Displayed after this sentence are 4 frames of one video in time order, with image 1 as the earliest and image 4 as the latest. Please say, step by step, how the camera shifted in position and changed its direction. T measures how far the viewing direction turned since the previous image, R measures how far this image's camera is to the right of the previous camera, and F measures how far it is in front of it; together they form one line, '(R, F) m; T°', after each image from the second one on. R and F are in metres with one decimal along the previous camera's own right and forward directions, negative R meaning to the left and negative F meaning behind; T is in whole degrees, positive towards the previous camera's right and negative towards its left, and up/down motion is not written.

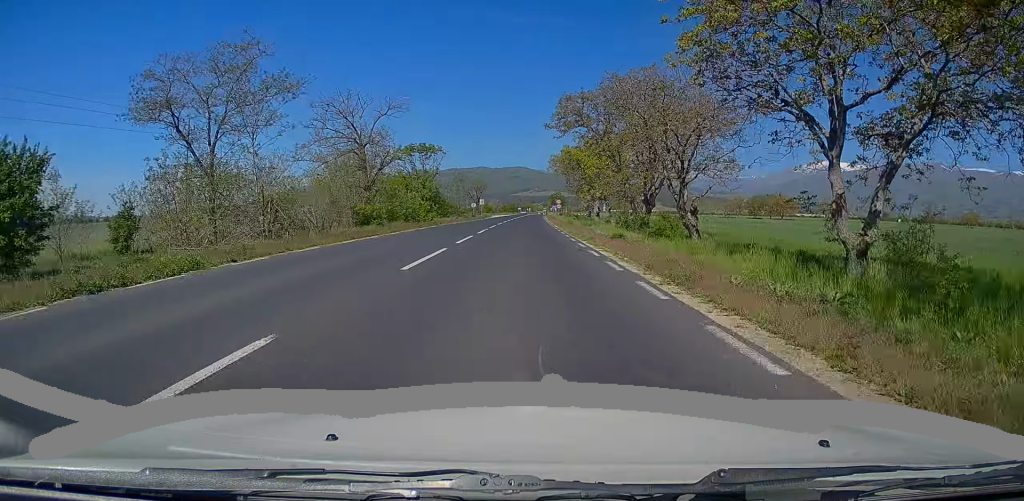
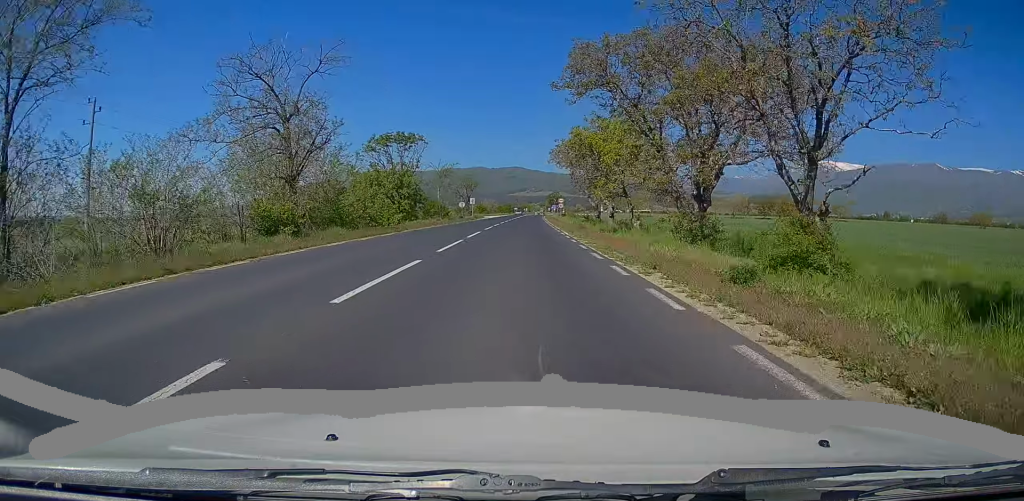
(0.0, +12.9) m; 0°
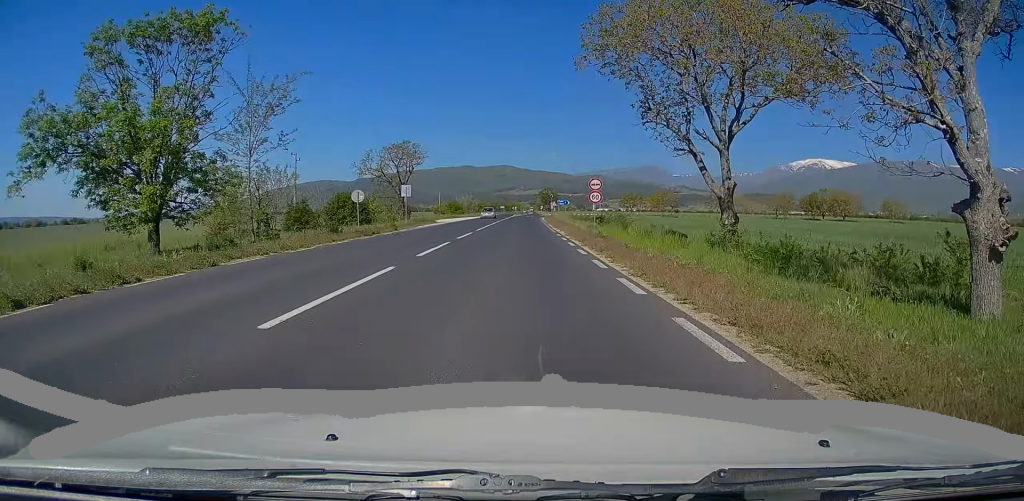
(+0.6, +46.3) m; +1°
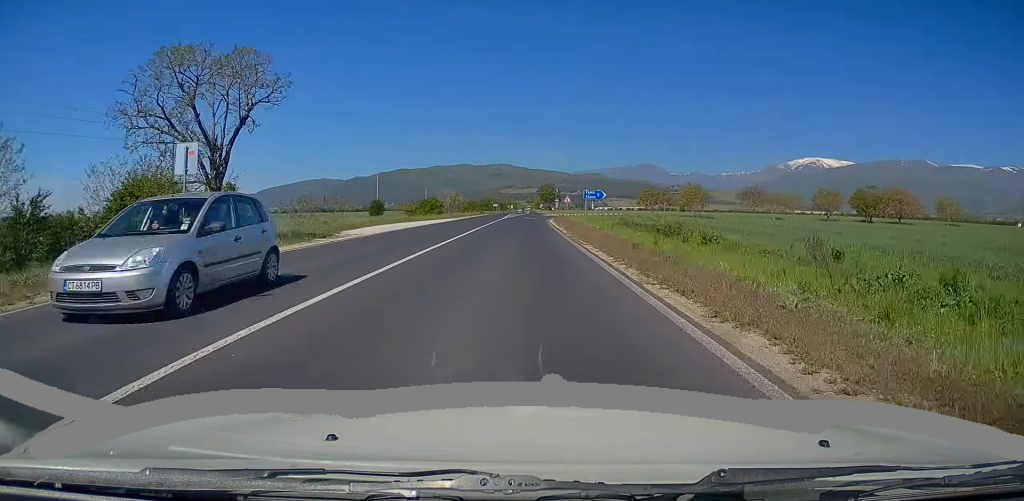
(-0.2, +31.7) m; 0°
